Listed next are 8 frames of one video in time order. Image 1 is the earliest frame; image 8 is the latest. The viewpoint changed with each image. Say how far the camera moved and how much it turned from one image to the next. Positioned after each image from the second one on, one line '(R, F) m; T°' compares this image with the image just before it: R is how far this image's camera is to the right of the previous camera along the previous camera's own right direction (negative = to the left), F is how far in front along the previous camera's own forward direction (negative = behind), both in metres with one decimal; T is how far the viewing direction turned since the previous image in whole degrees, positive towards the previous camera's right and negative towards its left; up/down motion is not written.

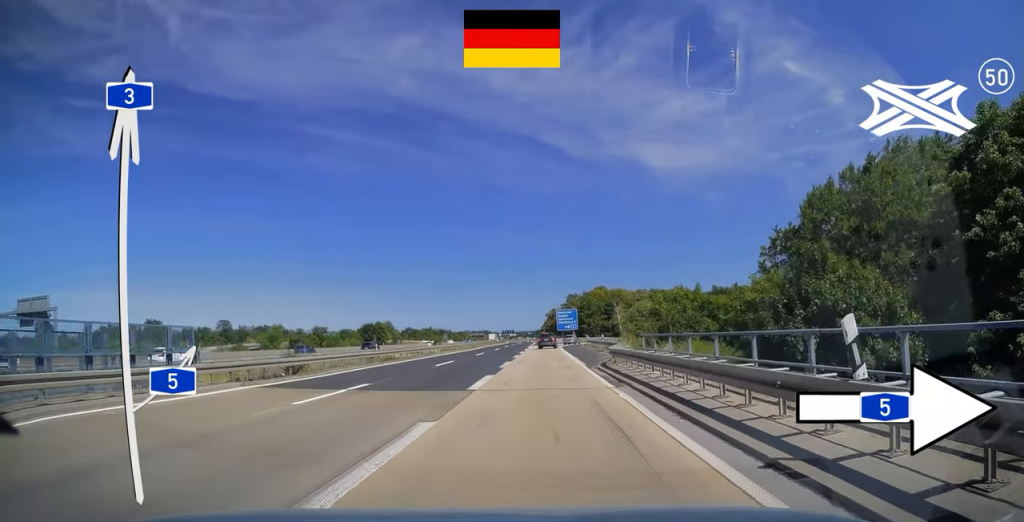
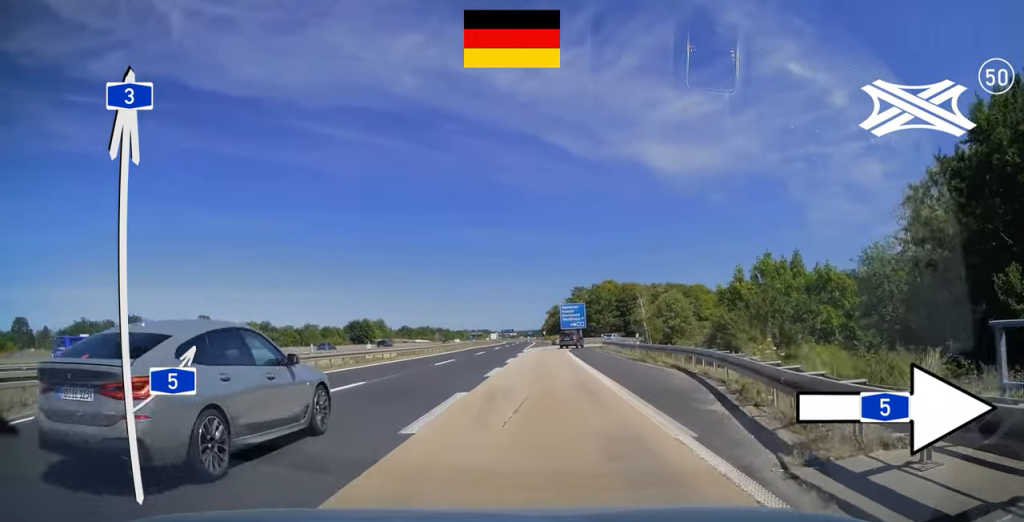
(-0.1, +19.3) m; 0°
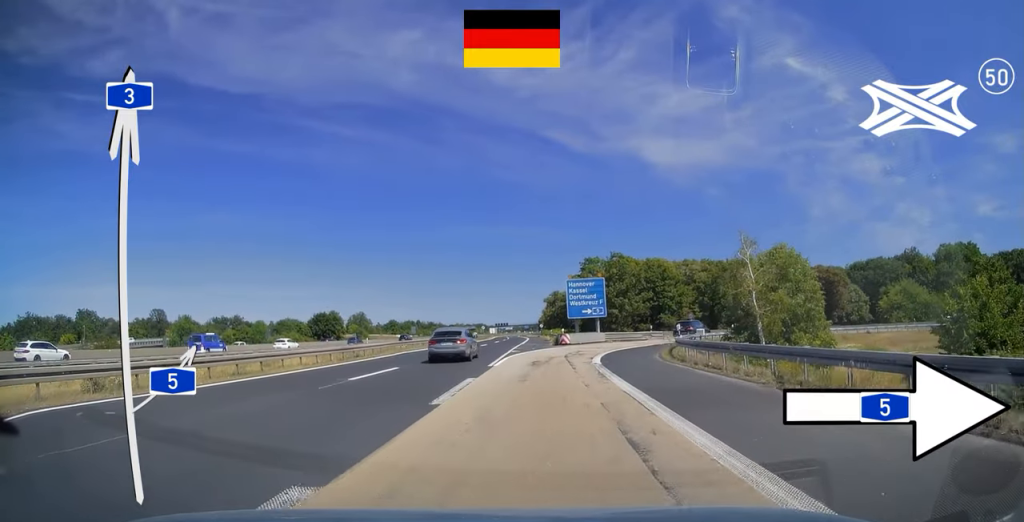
(-0.1, +32.9) m; 0°
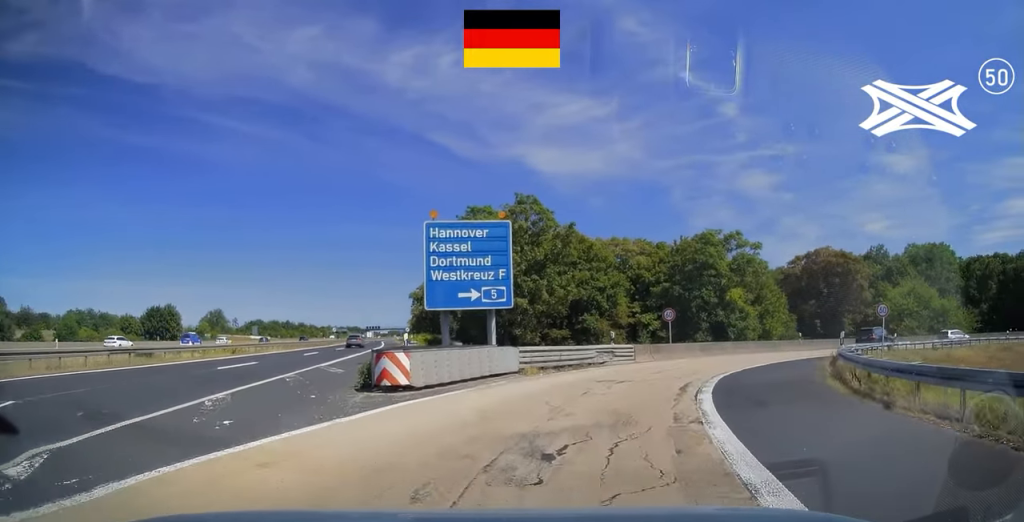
(+2.6, +33.9) m; +11°
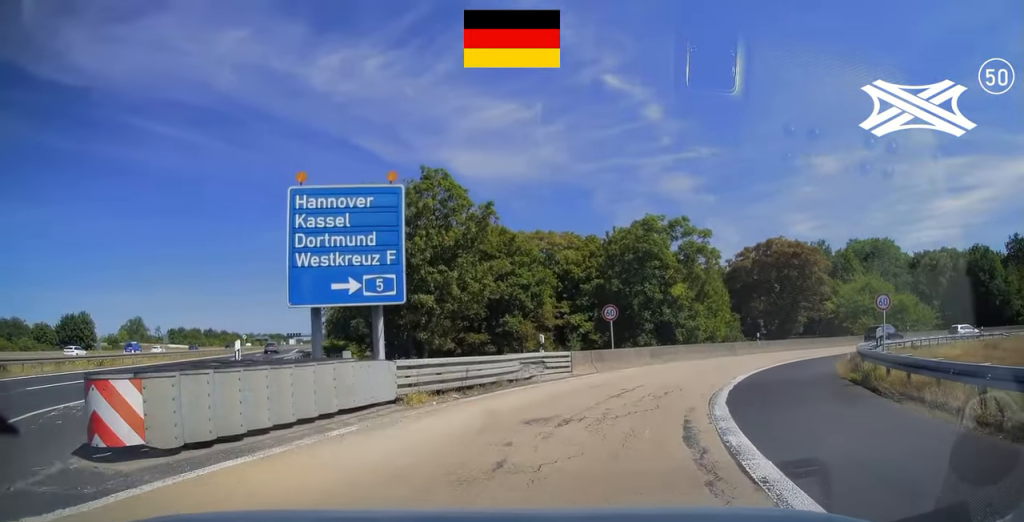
(+0.1, +7.4) m; +5°
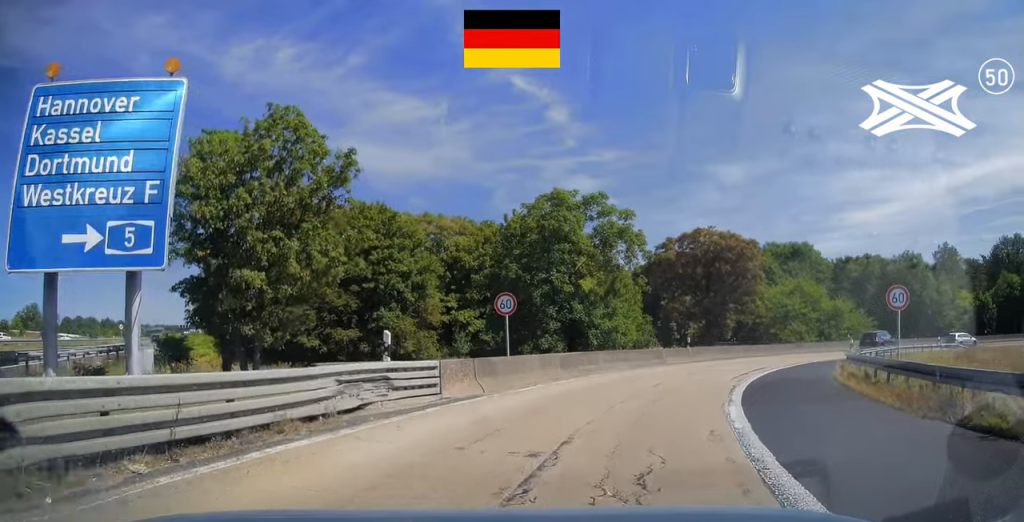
(+0.7, +8.2) m; +10°
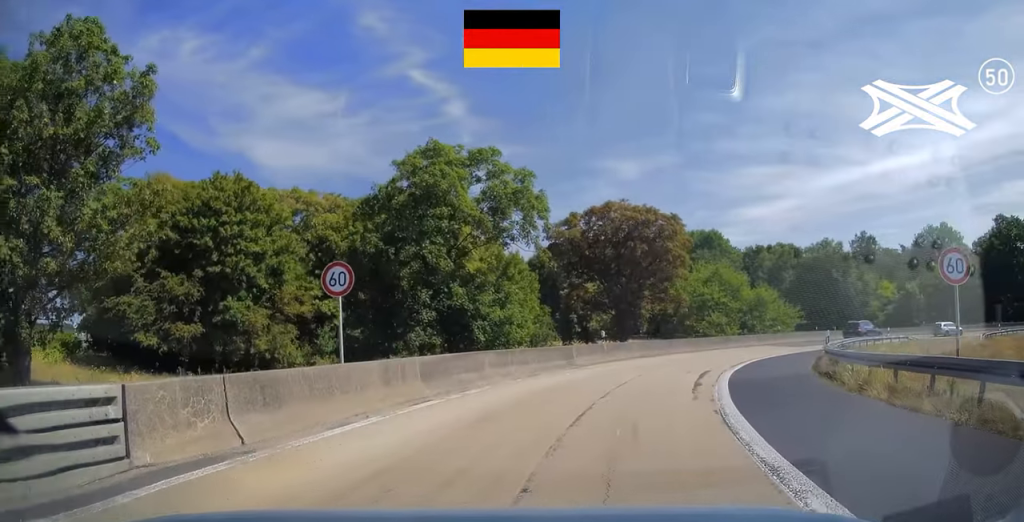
(+0.4, +7.3) m; +10°
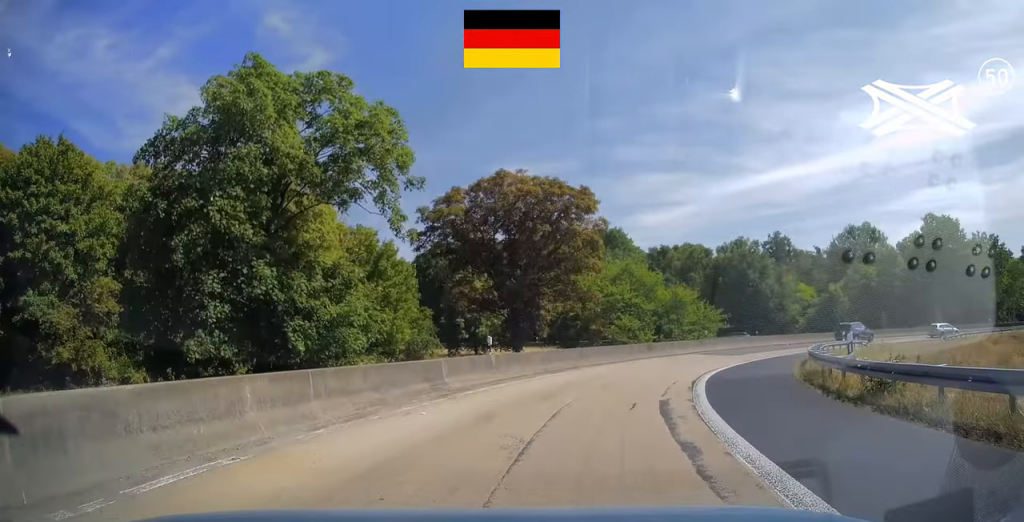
(+0.9, +8.3) m; +11°
